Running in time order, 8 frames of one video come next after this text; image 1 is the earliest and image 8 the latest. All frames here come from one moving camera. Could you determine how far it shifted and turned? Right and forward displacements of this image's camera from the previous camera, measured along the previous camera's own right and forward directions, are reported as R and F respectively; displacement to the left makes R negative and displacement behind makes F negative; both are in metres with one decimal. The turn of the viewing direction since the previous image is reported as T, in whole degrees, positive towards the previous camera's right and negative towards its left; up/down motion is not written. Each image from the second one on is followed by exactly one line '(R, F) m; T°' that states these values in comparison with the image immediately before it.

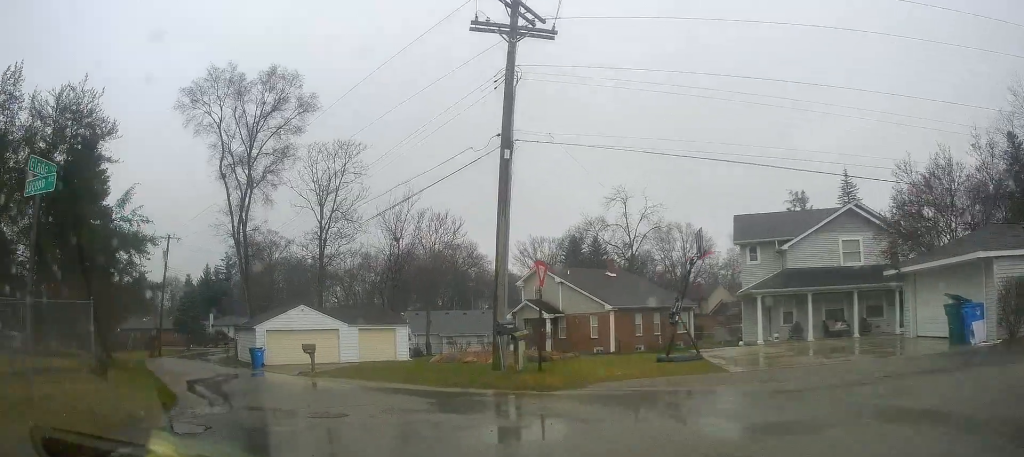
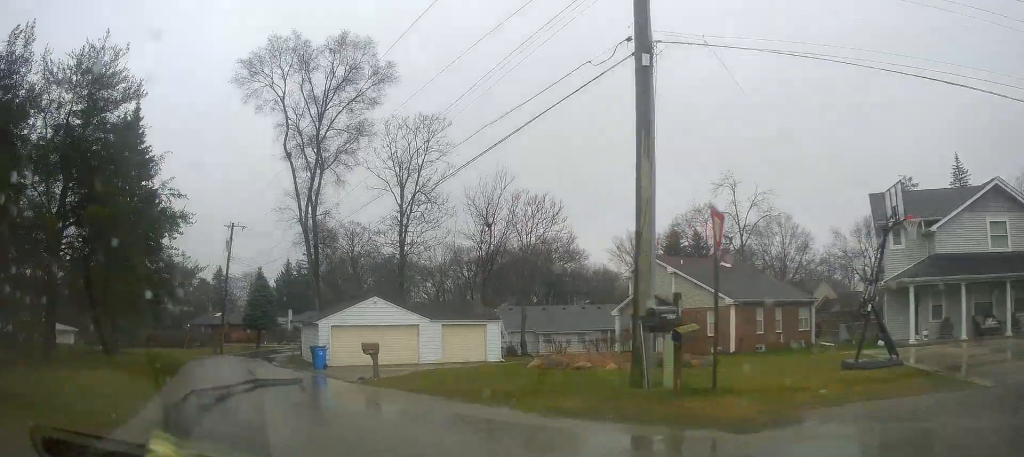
(-0.1, +5.3) m; -6°
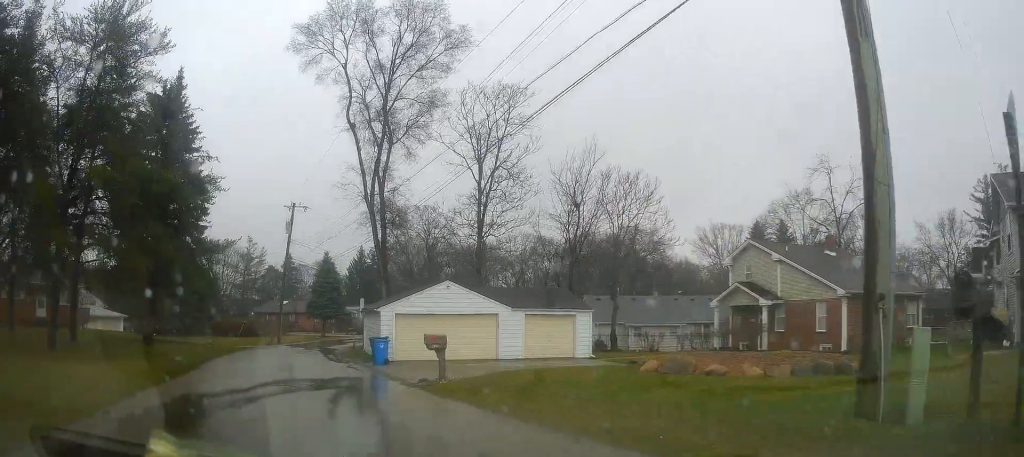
(-0.6, +4.2) m; -6°
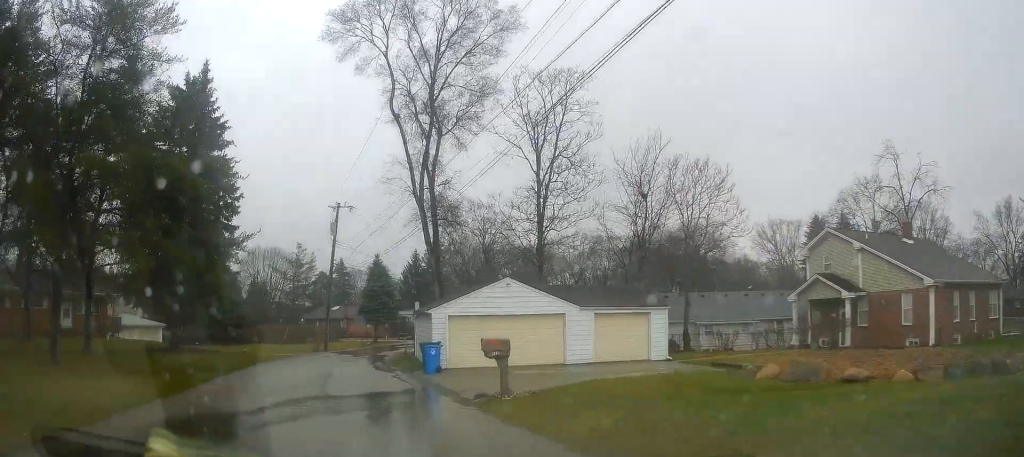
(0.0, +3.1) m; -5°
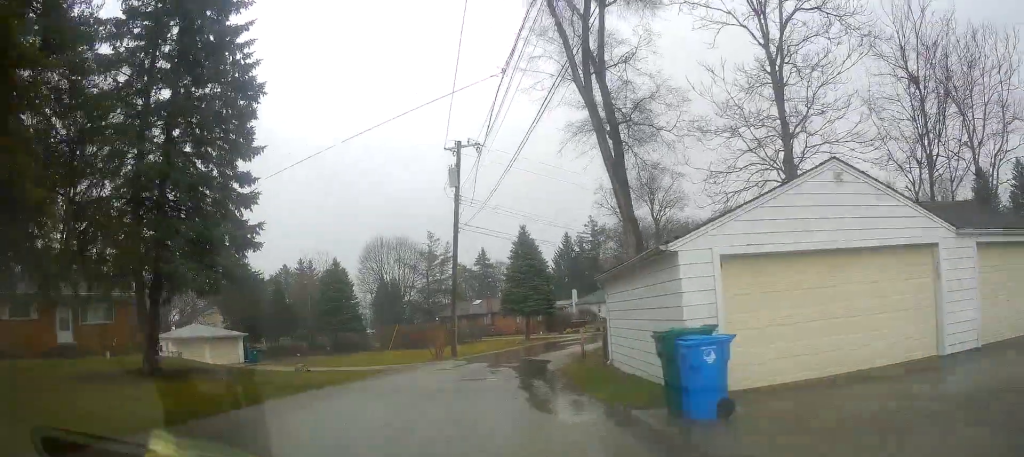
(-2.9, +14.2) m; -16°
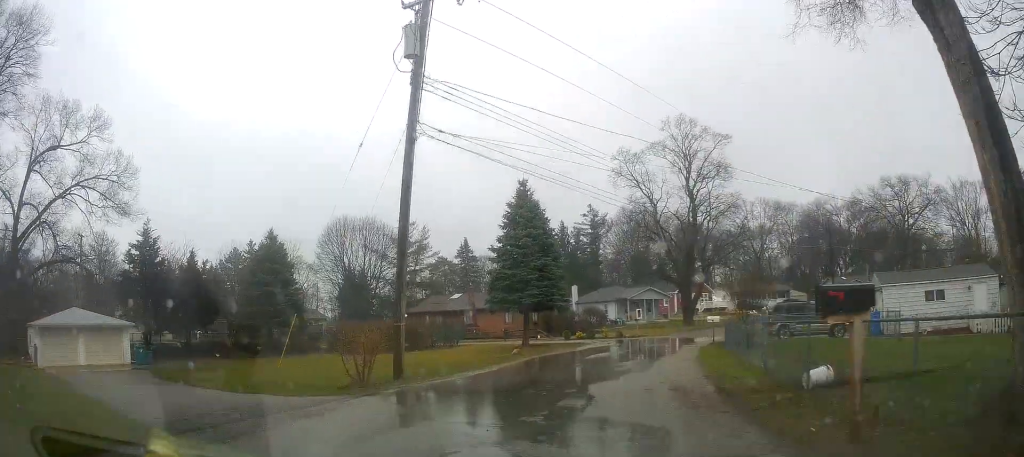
(+0.6, +15.2) m; +6°
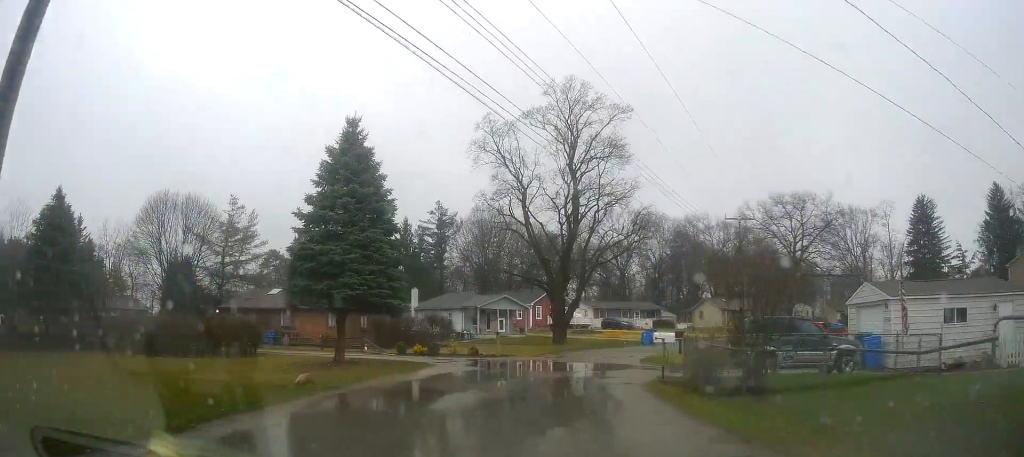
(+0.8, +10.9) m; +9°
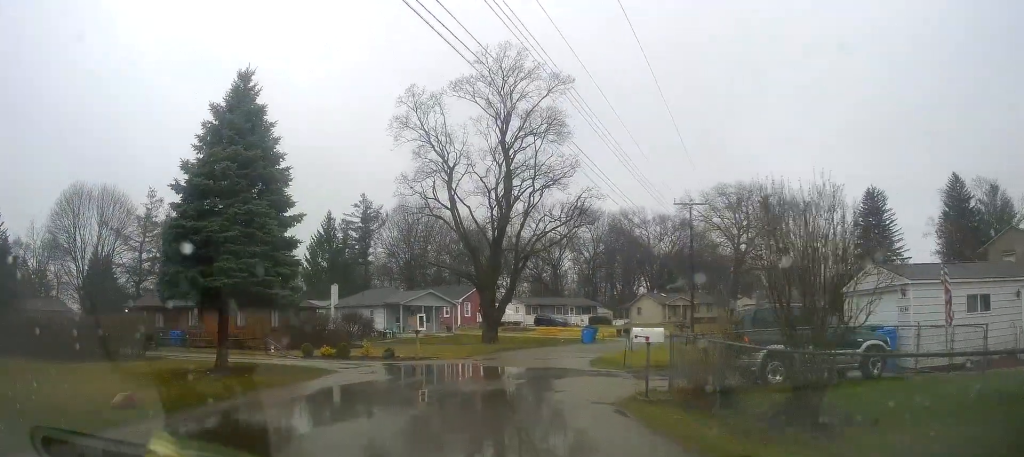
(+0.1, +4.5) m; +5°
